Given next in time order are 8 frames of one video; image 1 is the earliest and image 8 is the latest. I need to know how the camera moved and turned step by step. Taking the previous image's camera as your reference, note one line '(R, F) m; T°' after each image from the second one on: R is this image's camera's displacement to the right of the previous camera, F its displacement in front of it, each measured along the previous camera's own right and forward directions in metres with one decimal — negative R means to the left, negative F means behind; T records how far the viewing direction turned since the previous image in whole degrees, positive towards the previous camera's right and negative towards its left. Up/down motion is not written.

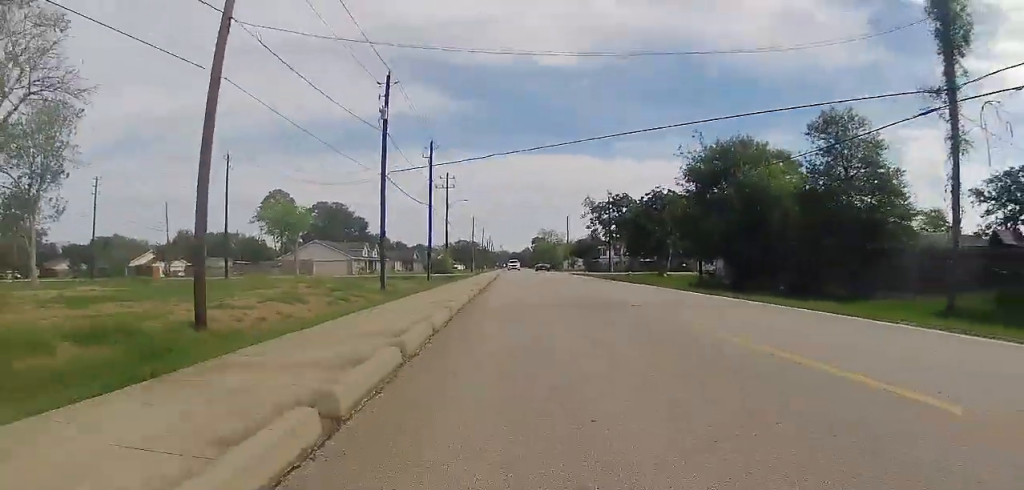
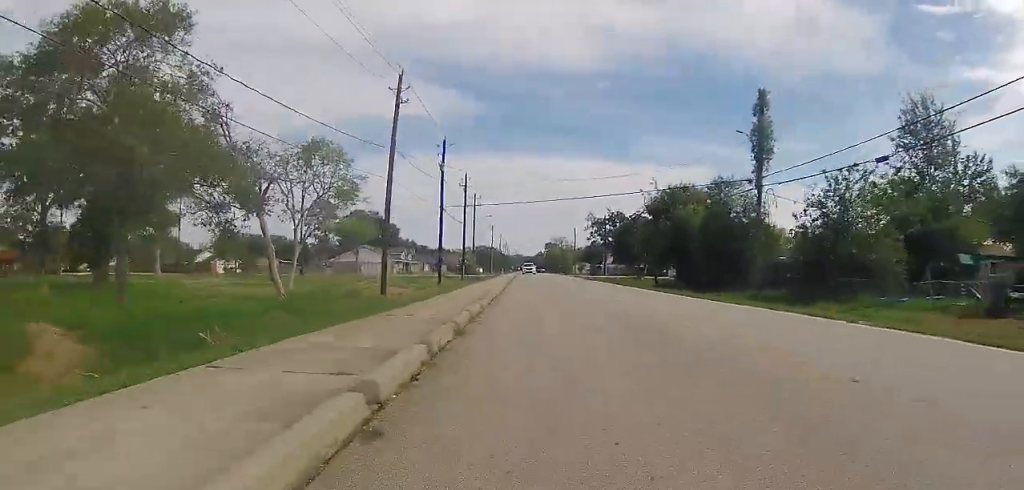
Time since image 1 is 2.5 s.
(-0.6, +16.2) m; -1°
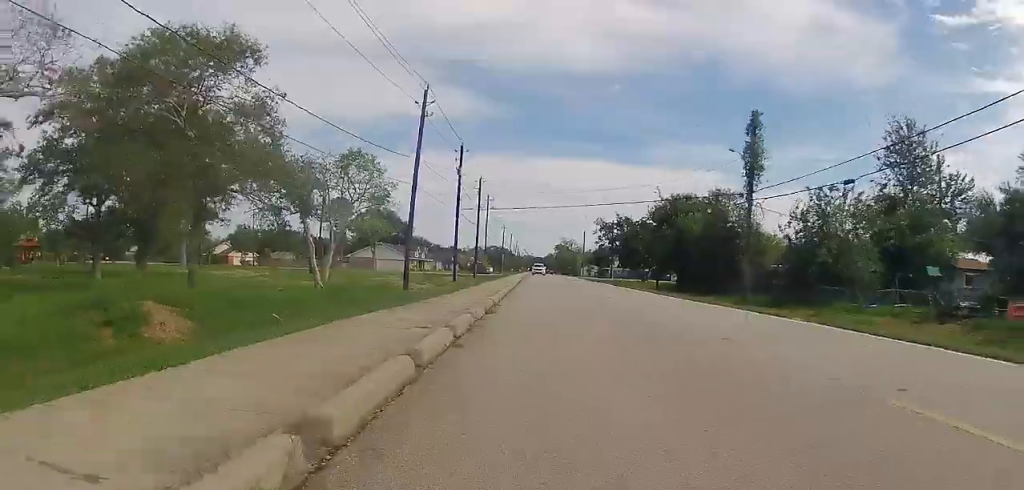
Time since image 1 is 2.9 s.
(+0.1, +2.9) m; +1°
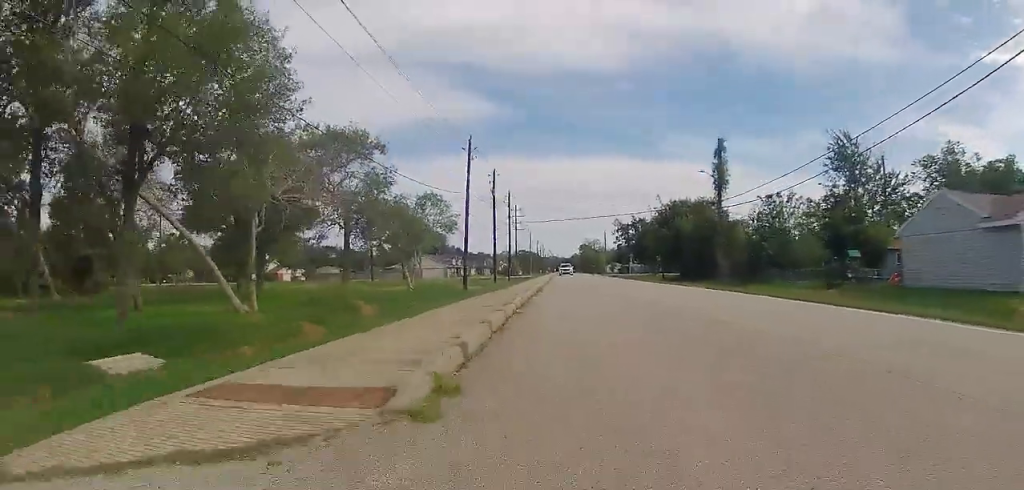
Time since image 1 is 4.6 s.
(-0.2, +9.6) m; -3°
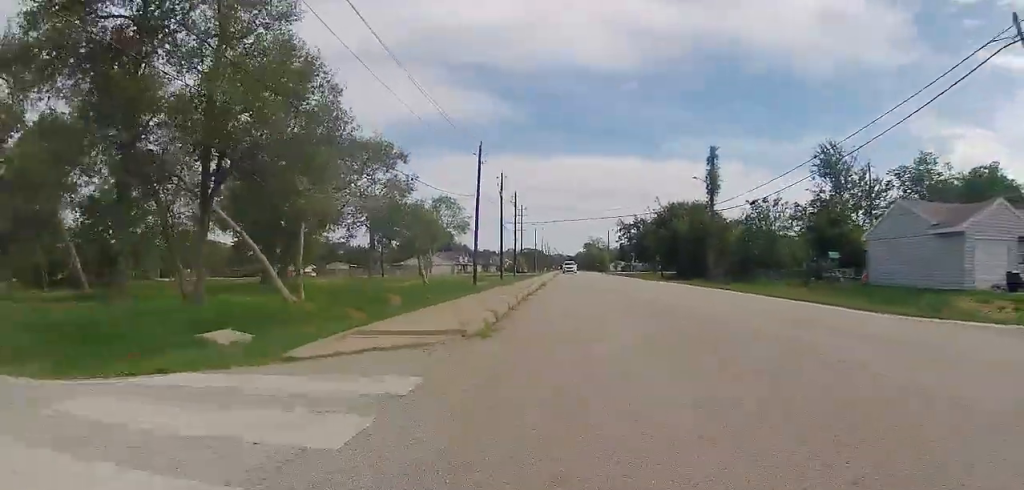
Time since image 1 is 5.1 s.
(0.0, +3.0) m; -1°
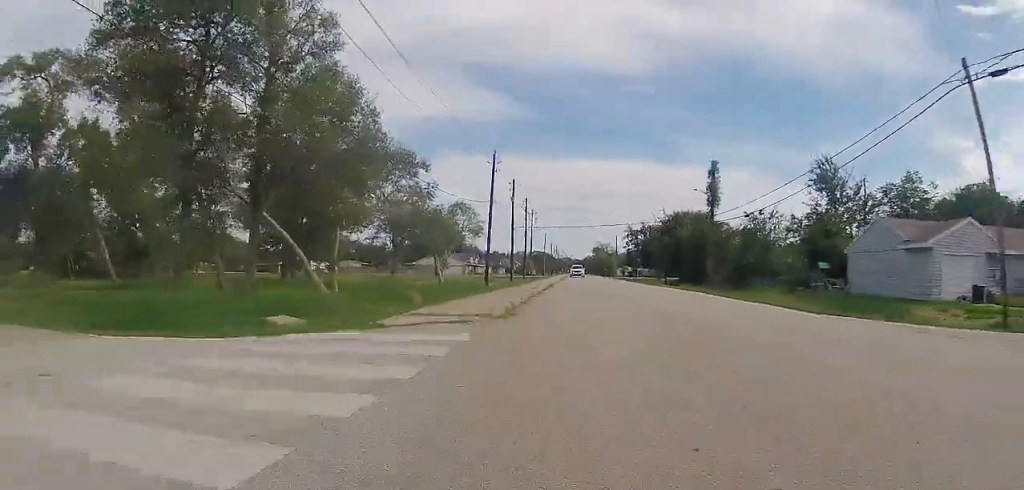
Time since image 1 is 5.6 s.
(0.0, +2.6) m; -1°
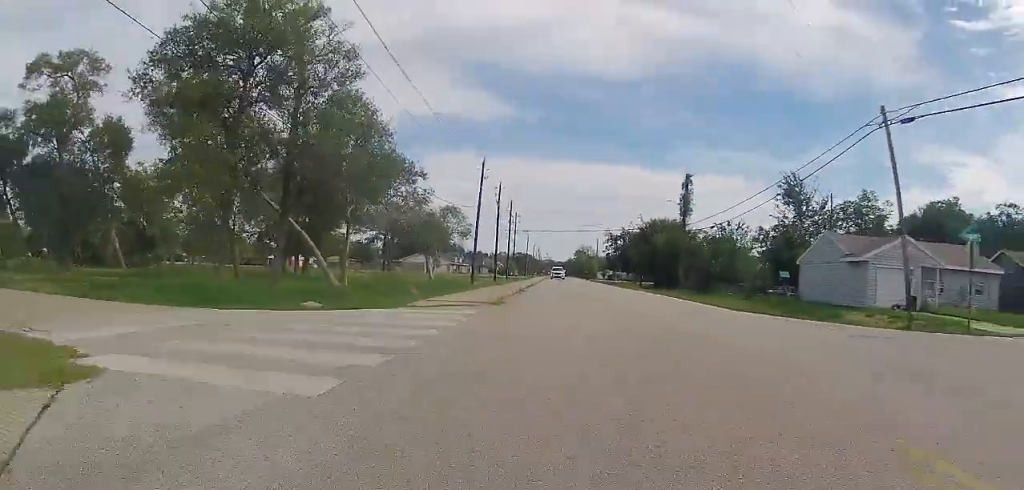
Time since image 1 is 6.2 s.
(0.0, +3.7) m; -1°
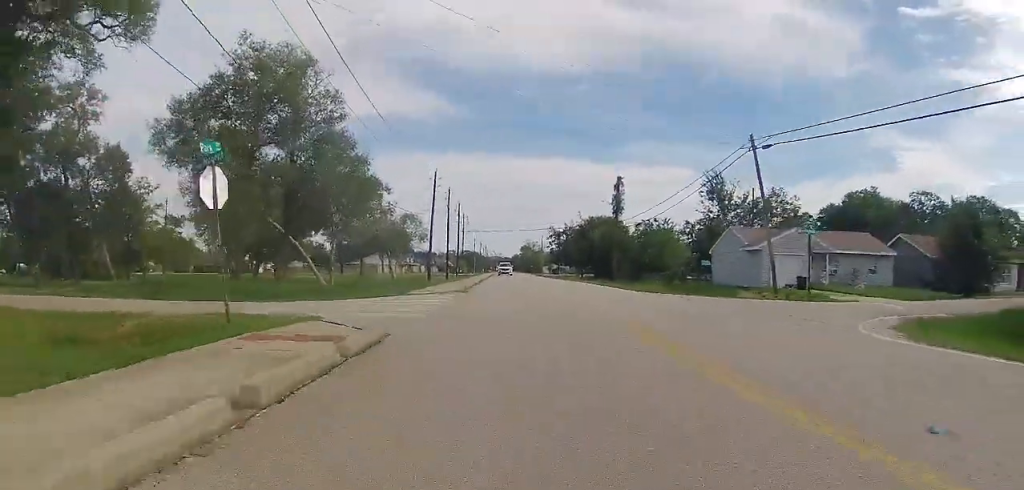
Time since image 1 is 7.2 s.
(-0.2, +6.6) m; +1°
